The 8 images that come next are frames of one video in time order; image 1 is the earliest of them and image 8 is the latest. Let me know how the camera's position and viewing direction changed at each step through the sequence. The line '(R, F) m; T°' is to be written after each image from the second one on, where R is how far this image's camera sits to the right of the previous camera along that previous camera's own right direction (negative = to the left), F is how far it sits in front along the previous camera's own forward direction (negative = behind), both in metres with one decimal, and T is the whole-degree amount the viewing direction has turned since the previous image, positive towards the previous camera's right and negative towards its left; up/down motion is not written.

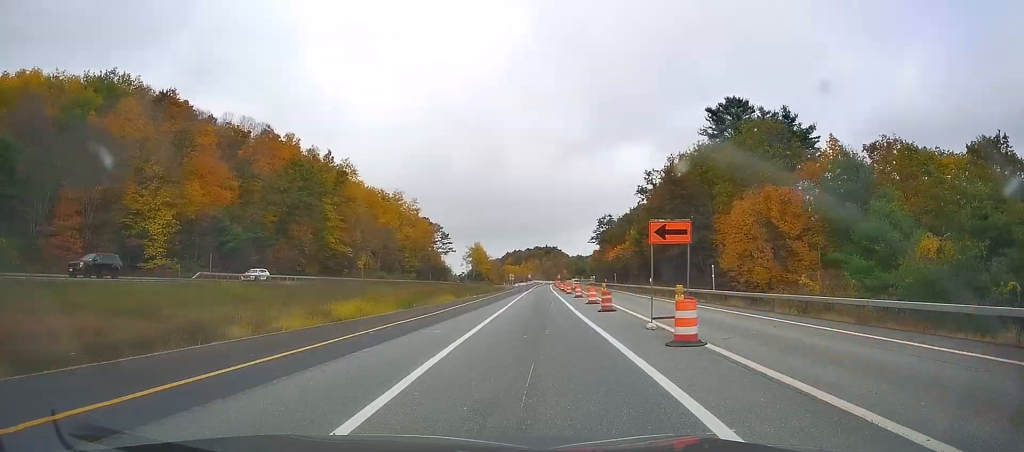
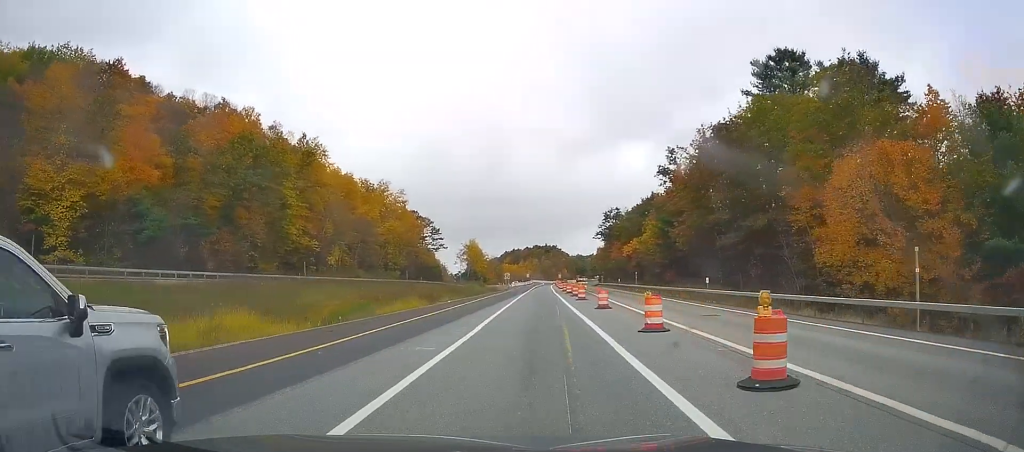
(-0.1, +19.8) m; 0°
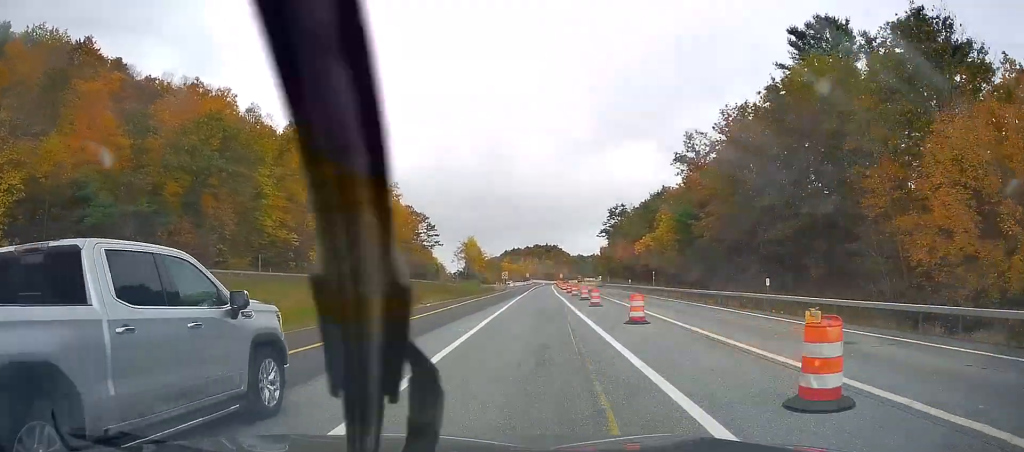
(0.0, +10.3) m; 0°
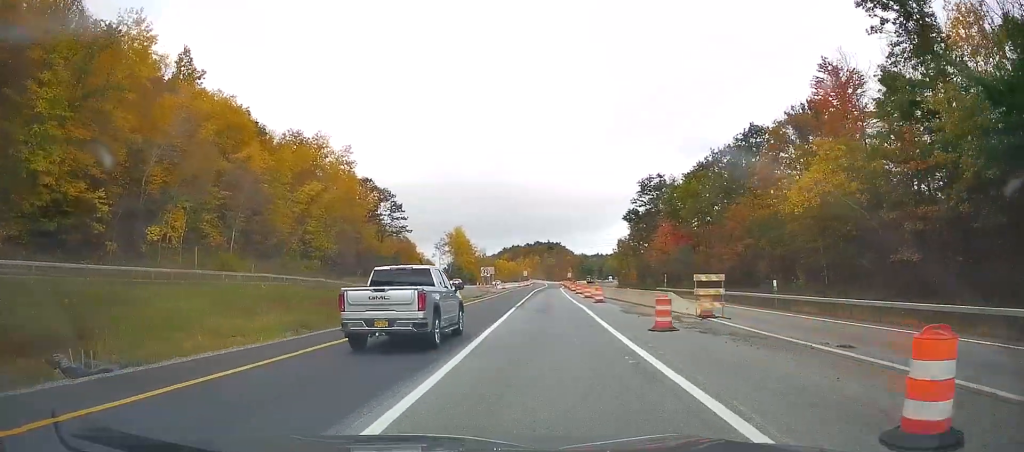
(0.0, +50.0) m; 0°
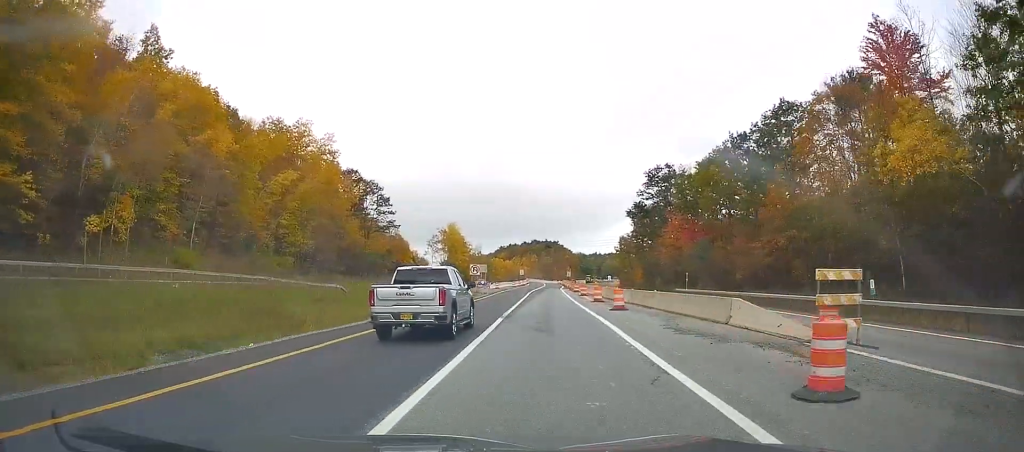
(0.0, +10.2) m; 0°
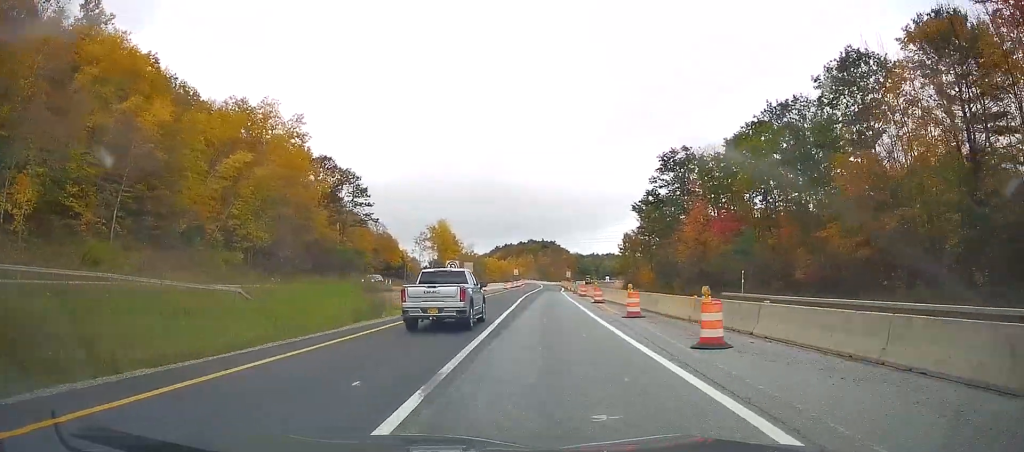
(0.0, +15.8) m; 0°
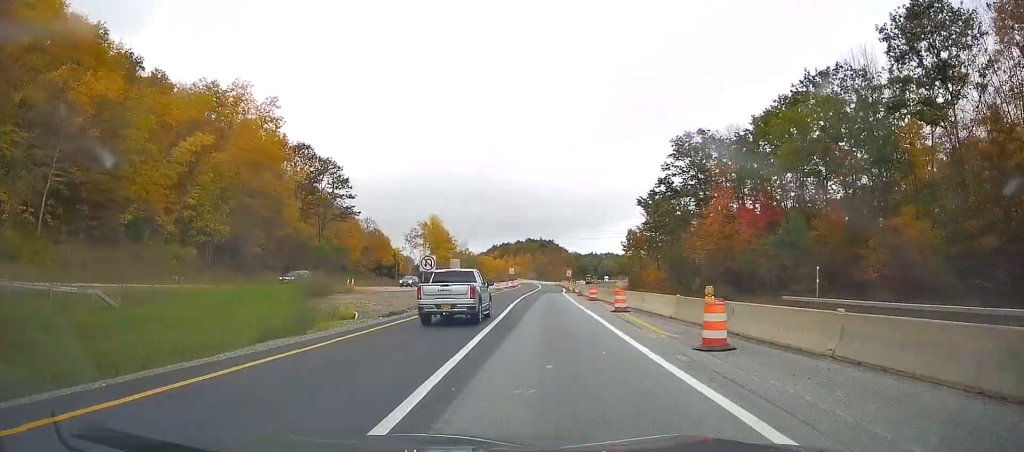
(0.0, +11.1) m; 0°
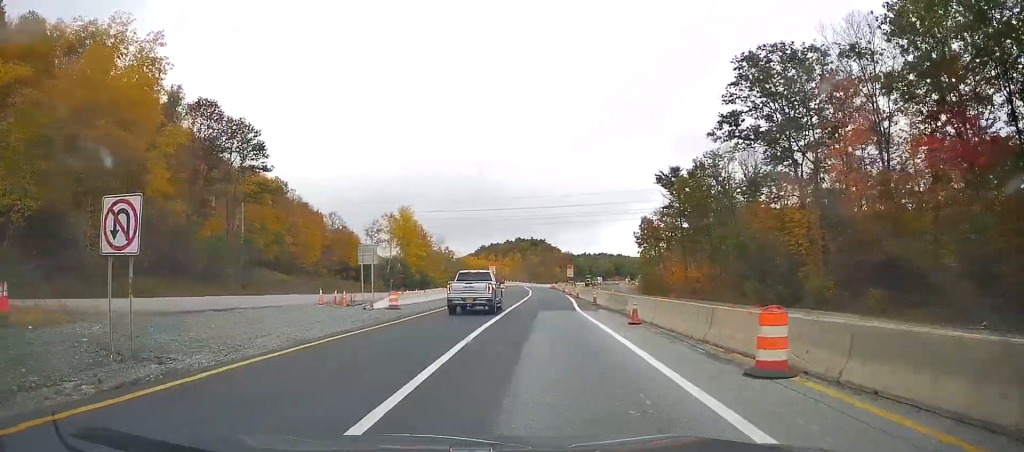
(0.0, +33.3) m; 0°
